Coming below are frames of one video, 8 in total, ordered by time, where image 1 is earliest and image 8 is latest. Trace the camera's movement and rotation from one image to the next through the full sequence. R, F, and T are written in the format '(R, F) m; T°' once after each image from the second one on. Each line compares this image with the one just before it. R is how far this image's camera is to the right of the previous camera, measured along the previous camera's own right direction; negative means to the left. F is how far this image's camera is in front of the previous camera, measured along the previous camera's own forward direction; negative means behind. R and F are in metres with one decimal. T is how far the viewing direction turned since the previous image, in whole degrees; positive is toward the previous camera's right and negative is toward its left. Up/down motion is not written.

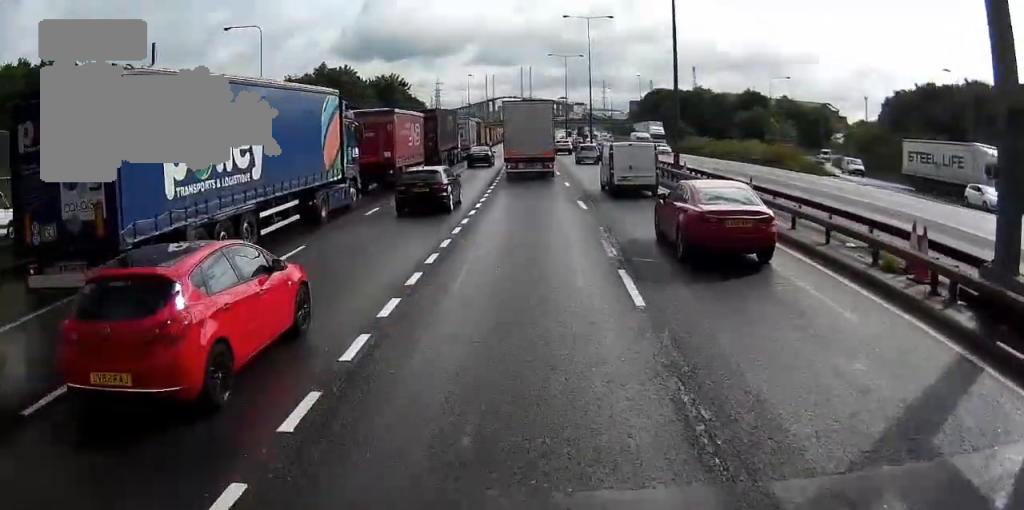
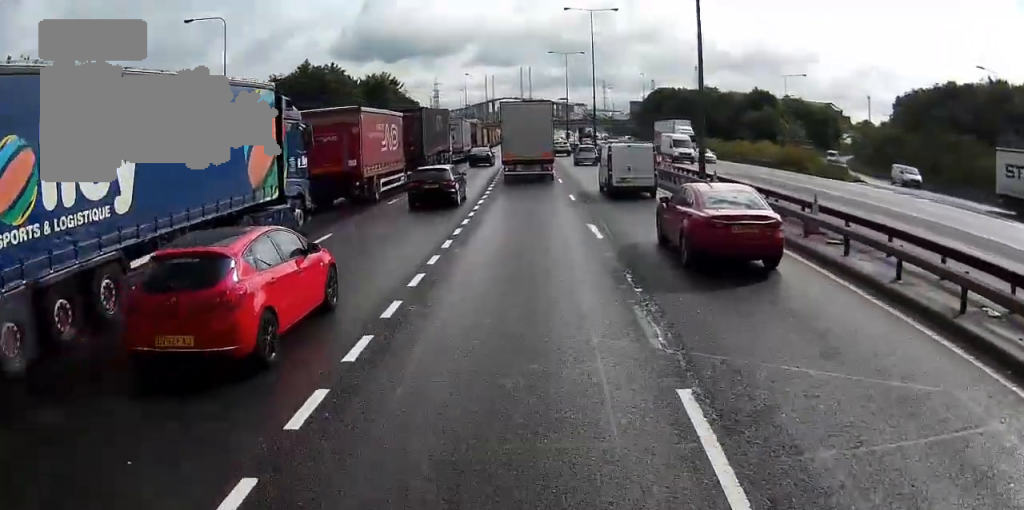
(+0.1, +5.0) m; +2°
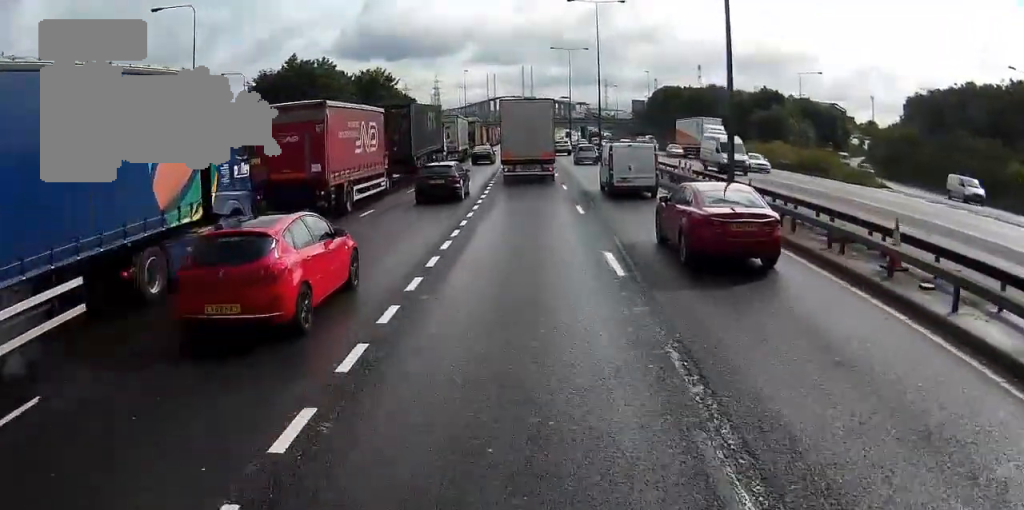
(0.0, +3.7) m; 0°
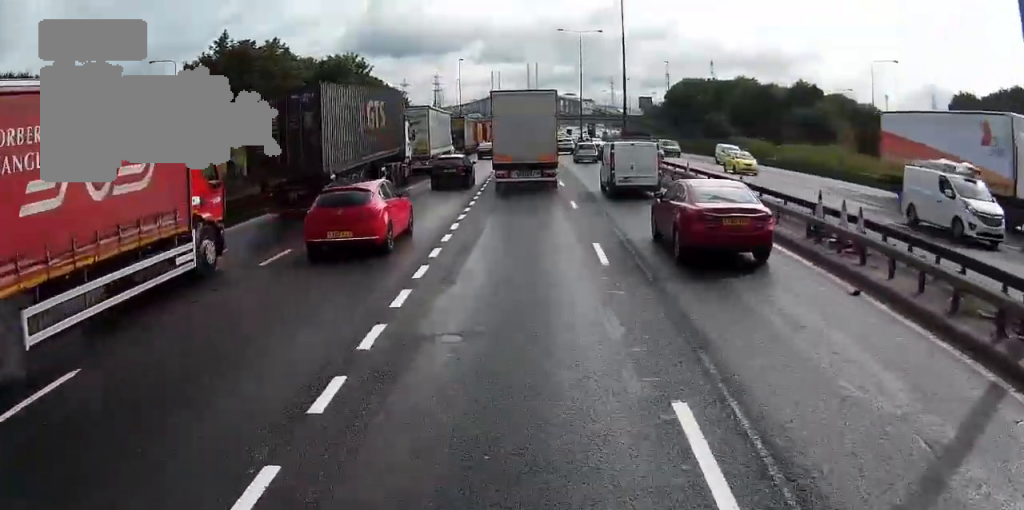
(+0.1, +16.0) m; 0°
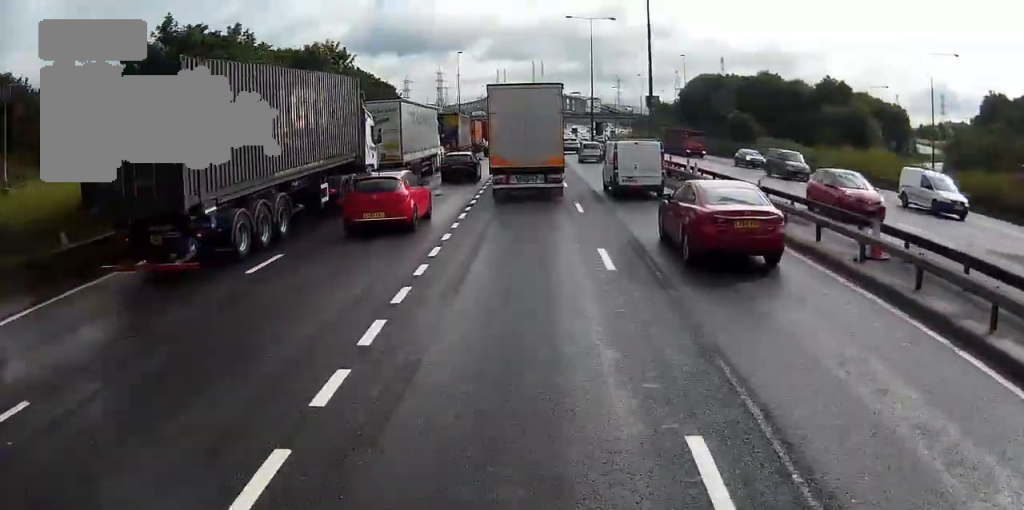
(0.0, +10.0) m; 0°
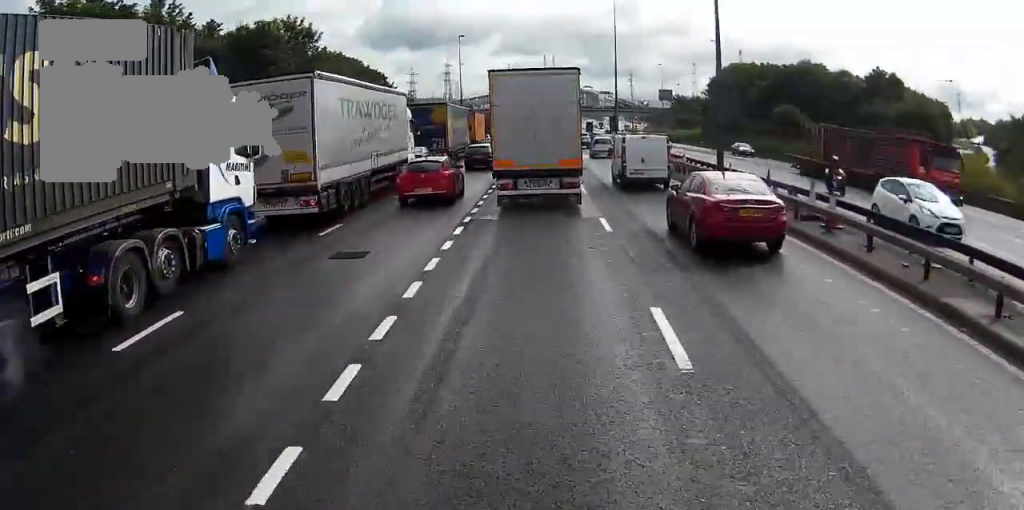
(-0.4, +15.3) m; -4°
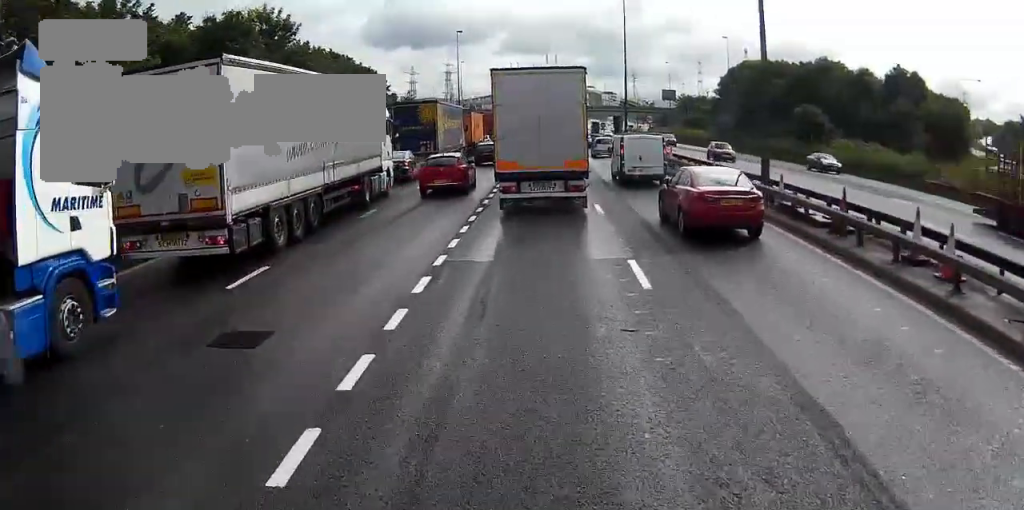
(-0.2, +7.5) m; -2°
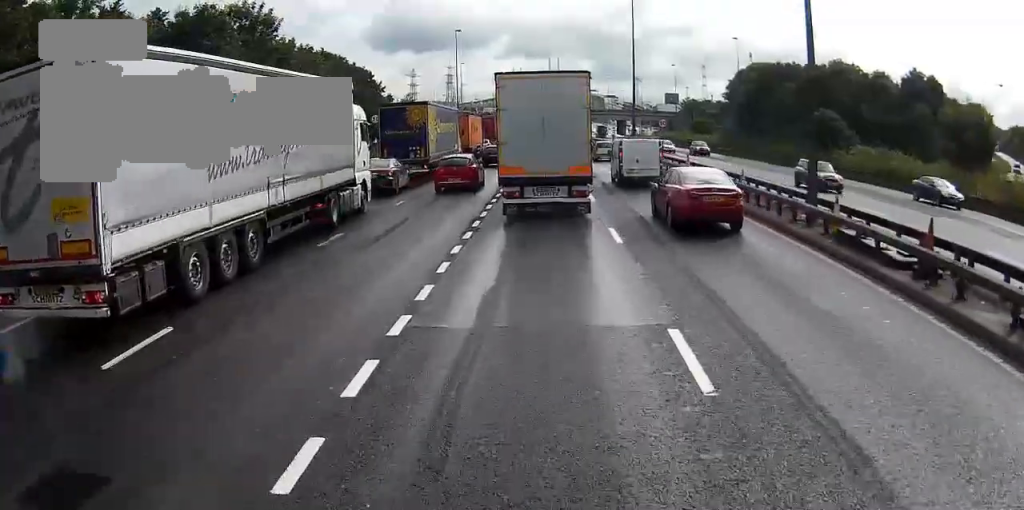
(0.0, +5.5) m; -1°
